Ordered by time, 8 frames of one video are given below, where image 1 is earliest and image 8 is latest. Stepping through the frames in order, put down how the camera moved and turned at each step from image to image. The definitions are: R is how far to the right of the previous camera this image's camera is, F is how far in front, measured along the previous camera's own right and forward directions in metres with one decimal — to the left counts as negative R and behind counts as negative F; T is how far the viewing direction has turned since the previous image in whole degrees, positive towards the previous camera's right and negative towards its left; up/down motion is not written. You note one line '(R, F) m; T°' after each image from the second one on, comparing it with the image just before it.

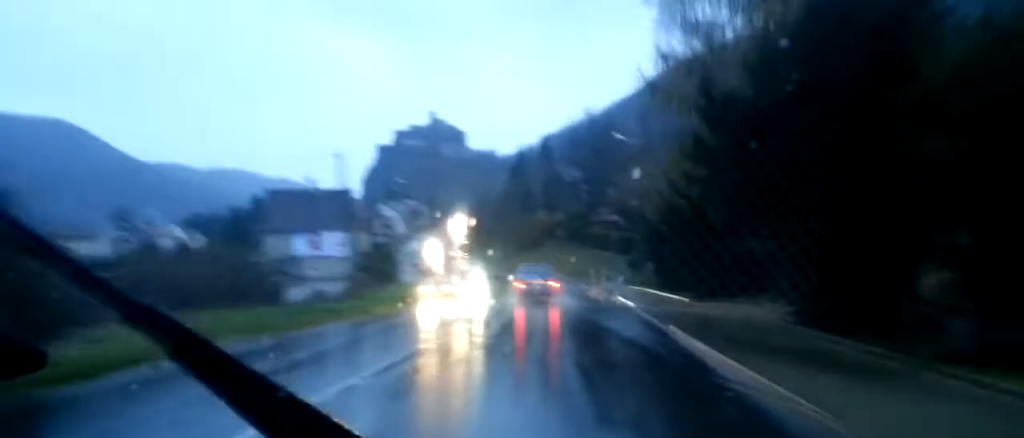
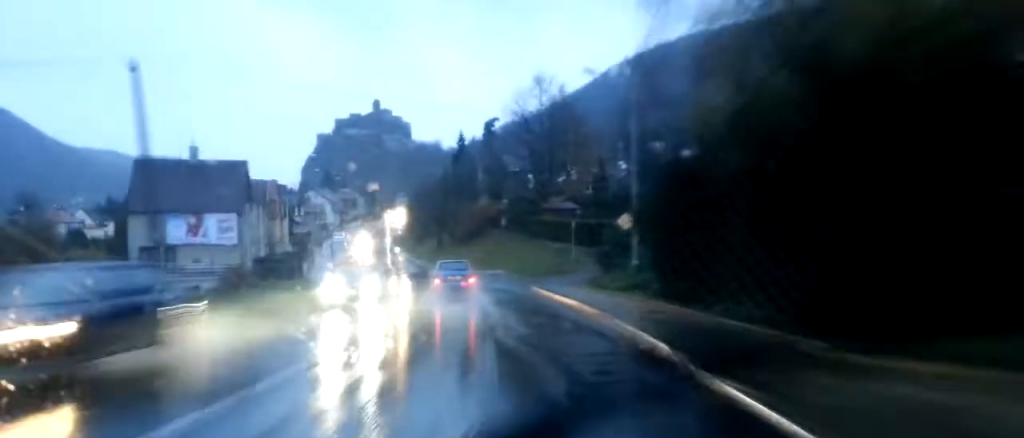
(+0.2, +15.1) m; 0°
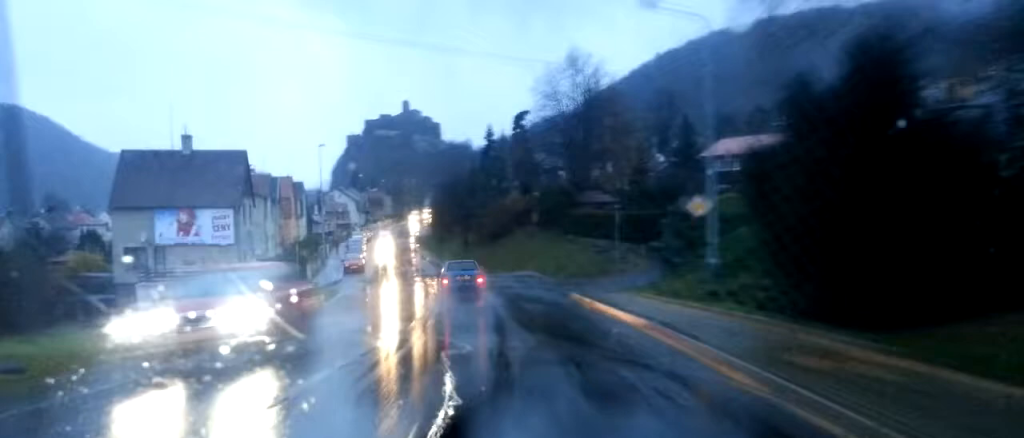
(-0.1, +8.2) m; 0°
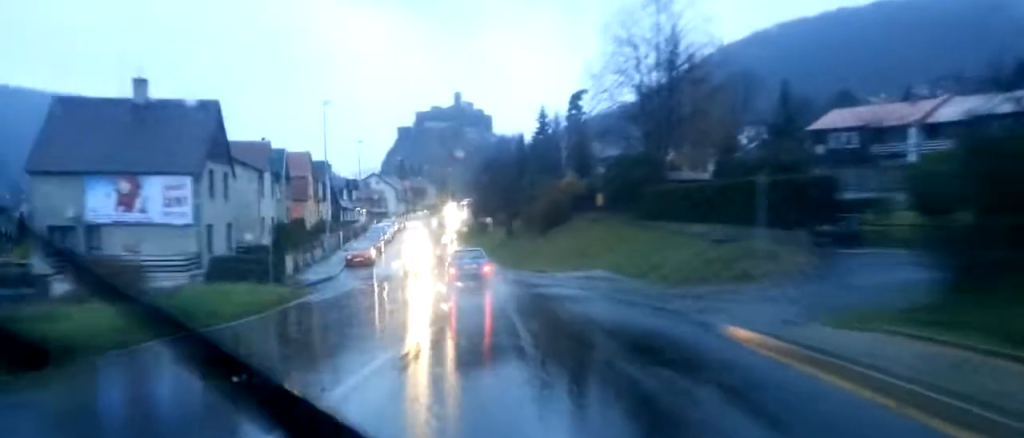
(+0.1, +16.8) m; 0°
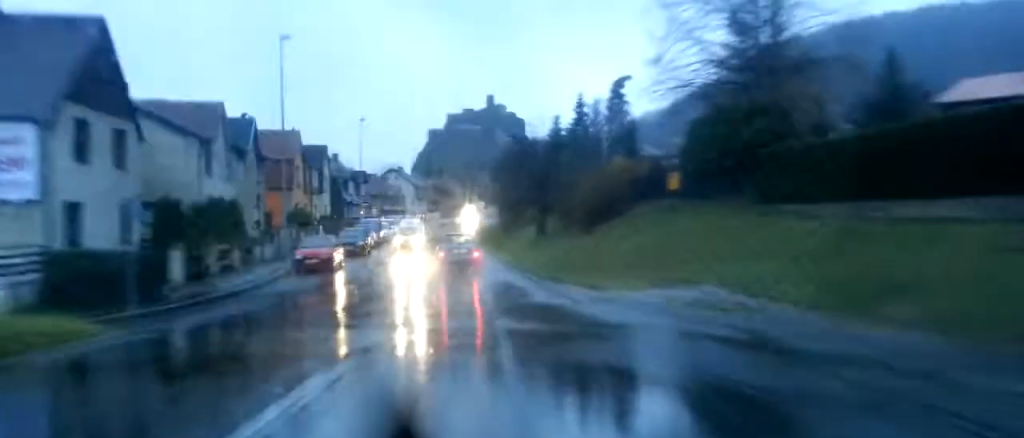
(0.0, +17.1) m; -2°
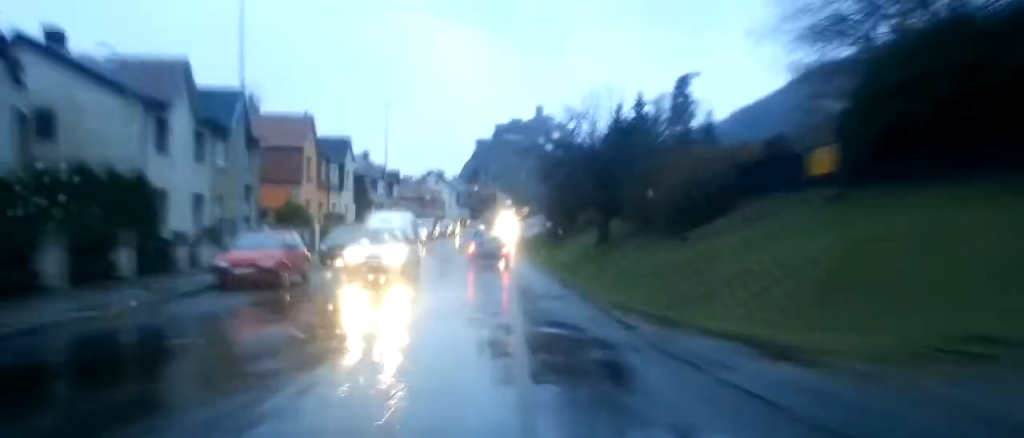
(-0.4, +12.6) m; -3°
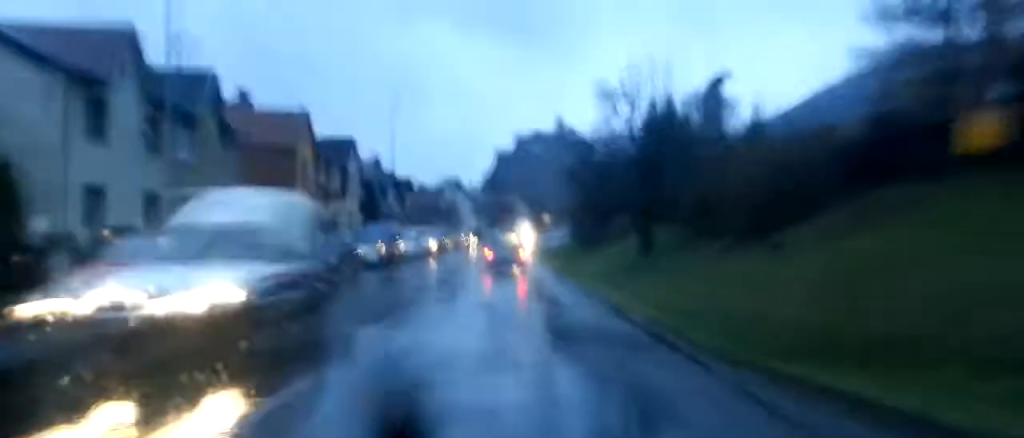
(-0.3, +7.3) m; -1°
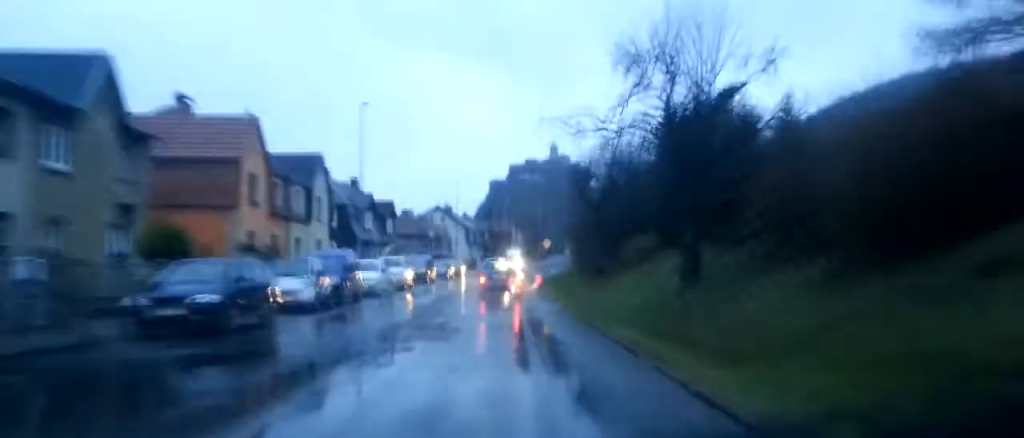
(-0.1, +9.2) m; -1°
